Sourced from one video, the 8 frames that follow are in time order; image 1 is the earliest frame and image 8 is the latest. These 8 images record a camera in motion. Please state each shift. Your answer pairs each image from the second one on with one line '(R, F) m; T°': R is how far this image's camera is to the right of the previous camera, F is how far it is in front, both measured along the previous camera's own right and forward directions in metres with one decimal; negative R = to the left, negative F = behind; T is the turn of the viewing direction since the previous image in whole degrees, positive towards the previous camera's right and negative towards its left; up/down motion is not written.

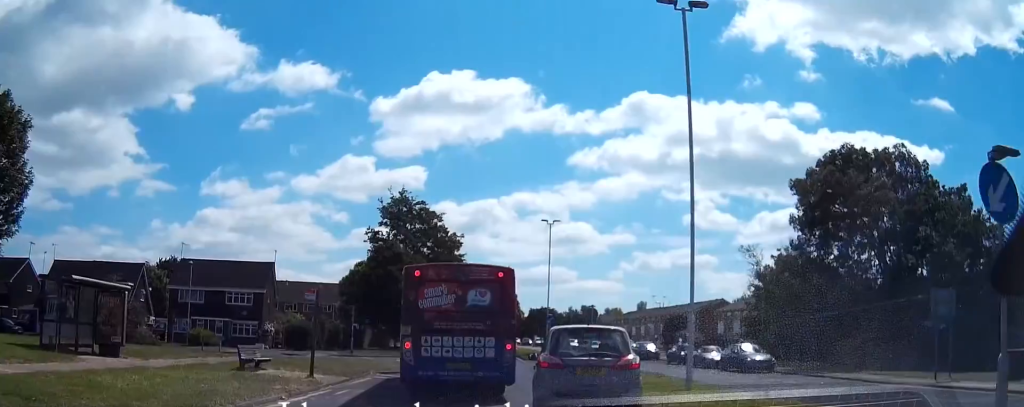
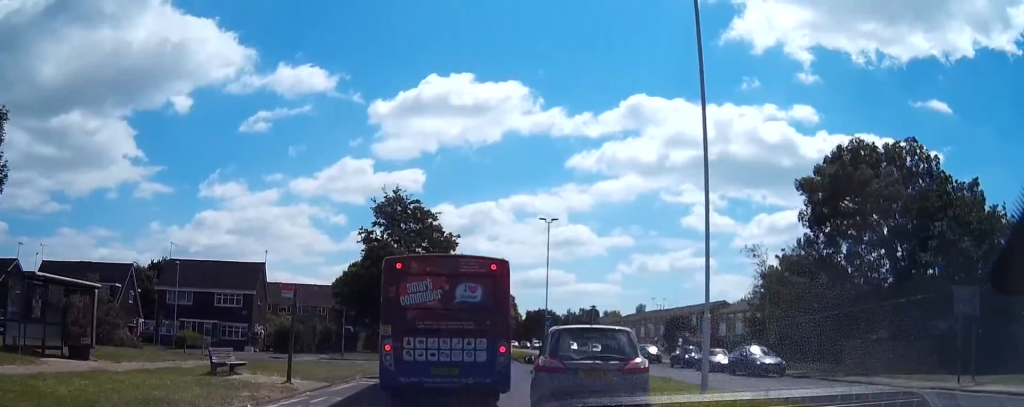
(+0.1, +2.5) m; +1°
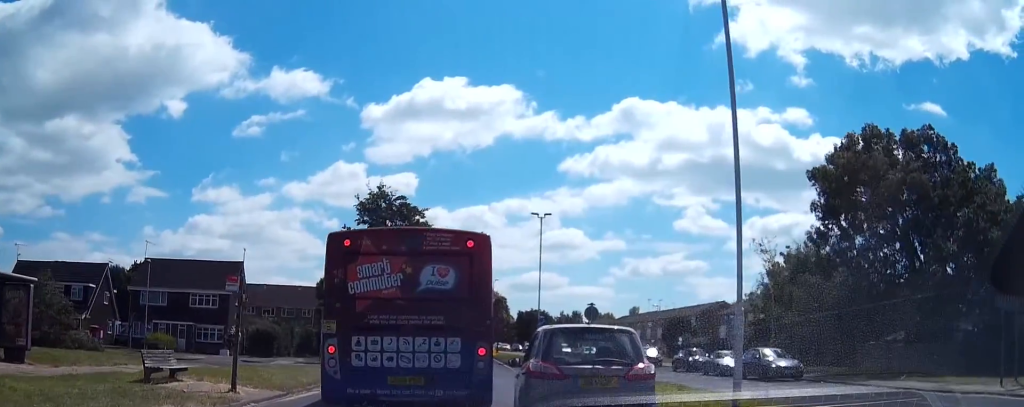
(+0.2, +5.5) m; +2°
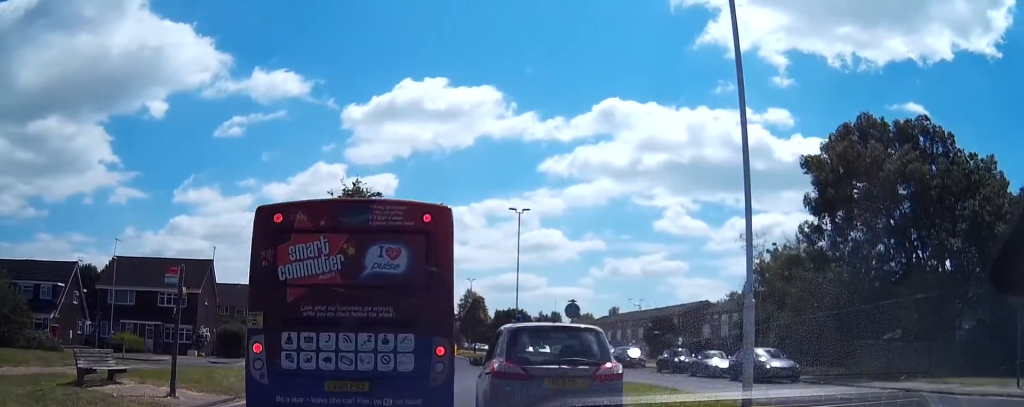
(-0.2, +3.1) m; +2°
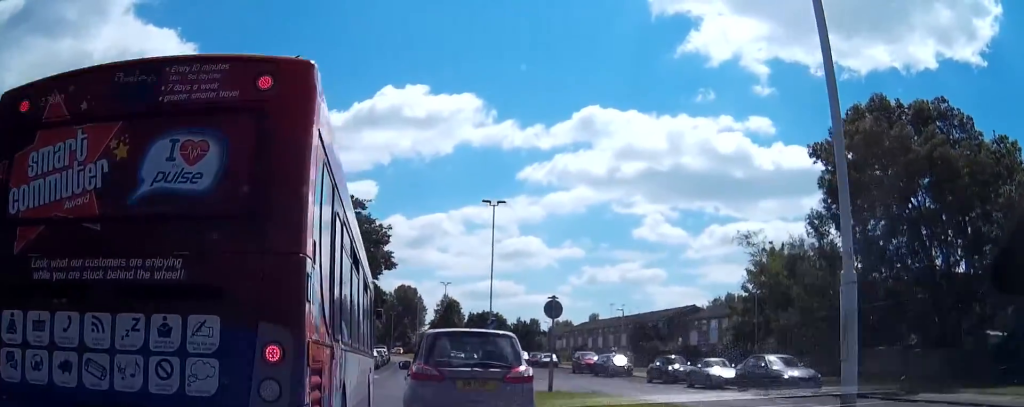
(+0.4, +6.1) m; -3°
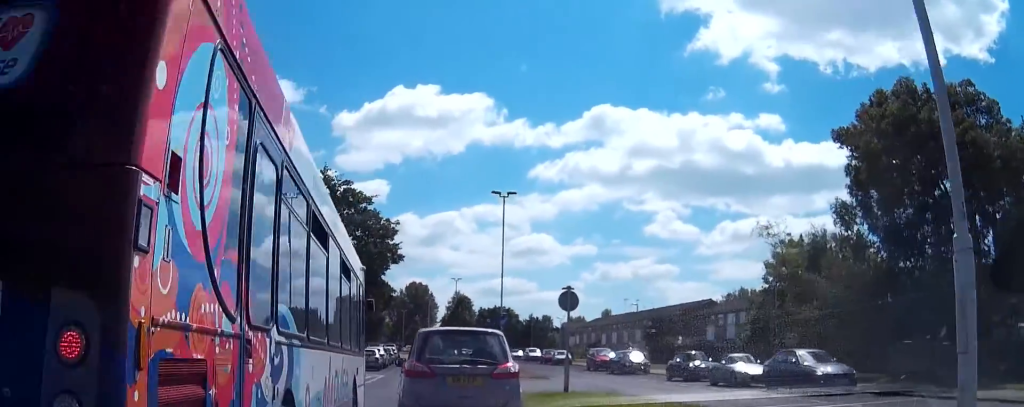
(-0.2, +2.4) m; -6°
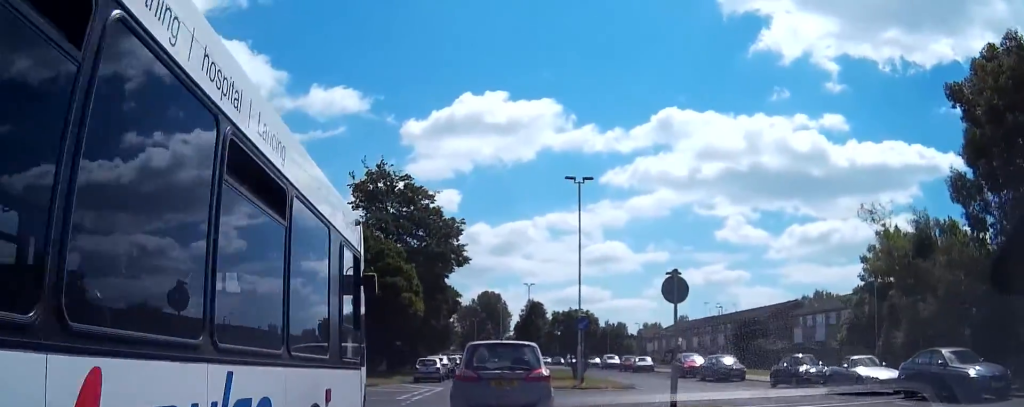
(-0.8, +6.4) m; -12°
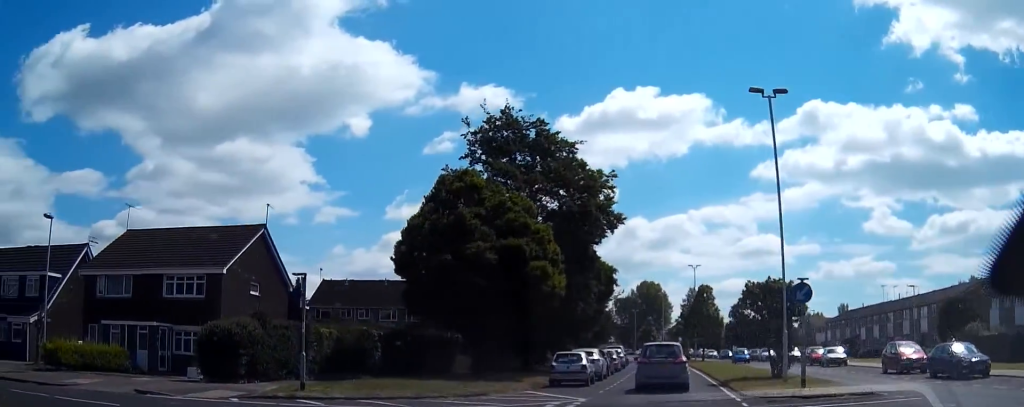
(-1.4, +16.3) m; -14°
